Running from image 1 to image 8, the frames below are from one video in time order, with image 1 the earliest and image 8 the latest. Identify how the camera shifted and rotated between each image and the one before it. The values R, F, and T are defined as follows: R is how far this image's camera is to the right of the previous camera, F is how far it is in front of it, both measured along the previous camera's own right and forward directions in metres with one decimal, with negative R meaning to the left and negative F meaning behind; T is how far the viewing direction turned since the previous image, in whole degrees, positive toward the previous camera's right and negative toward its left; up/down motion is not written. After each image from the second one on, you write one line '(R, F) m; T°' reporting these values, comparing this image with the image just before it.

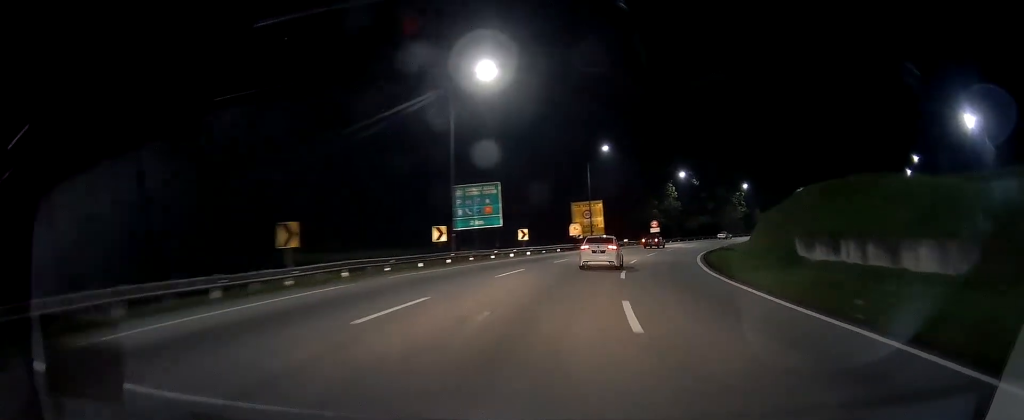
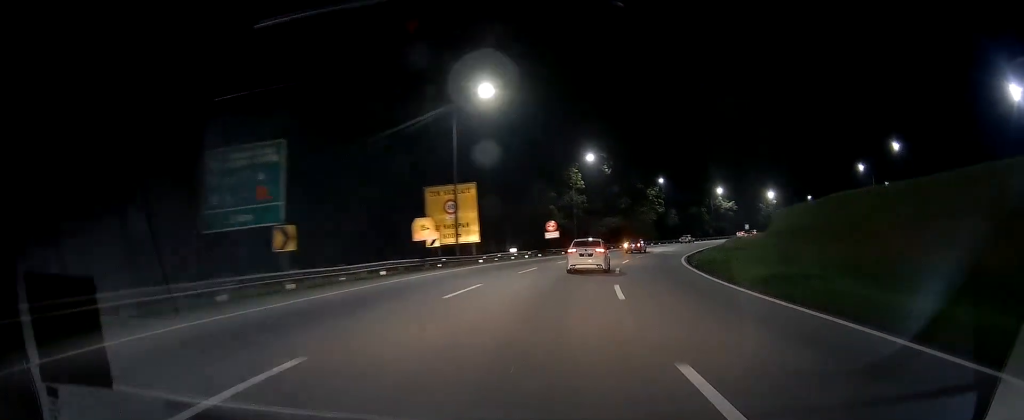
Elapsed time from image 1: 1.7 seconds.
(+2.4, +30.0) m; +11°
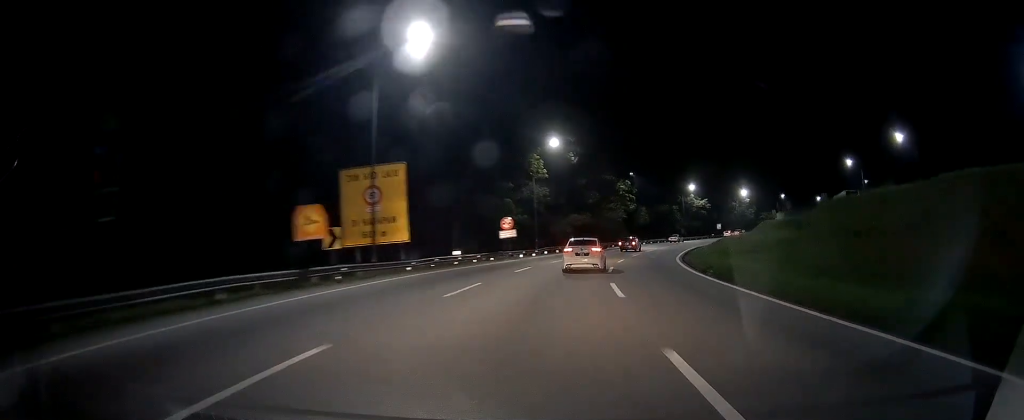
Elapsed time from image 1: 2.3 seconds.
(+0.5, +11.5) m; +5°
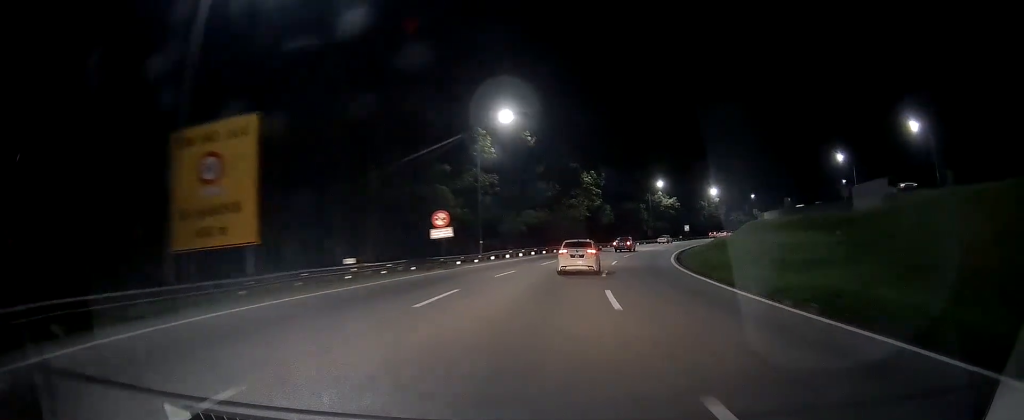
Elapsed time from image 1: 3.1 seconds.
(+0.4, +13.9) m; +5°
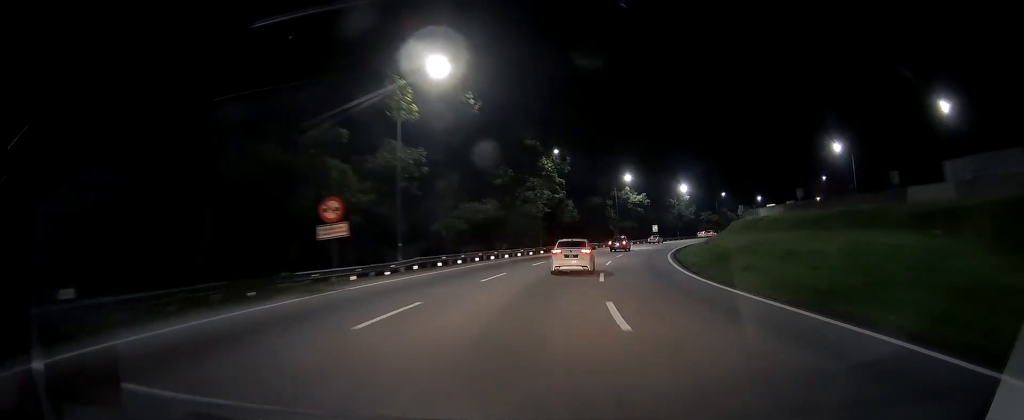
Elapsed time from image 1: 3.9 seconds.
(+0.7, +14.5) m; +5°
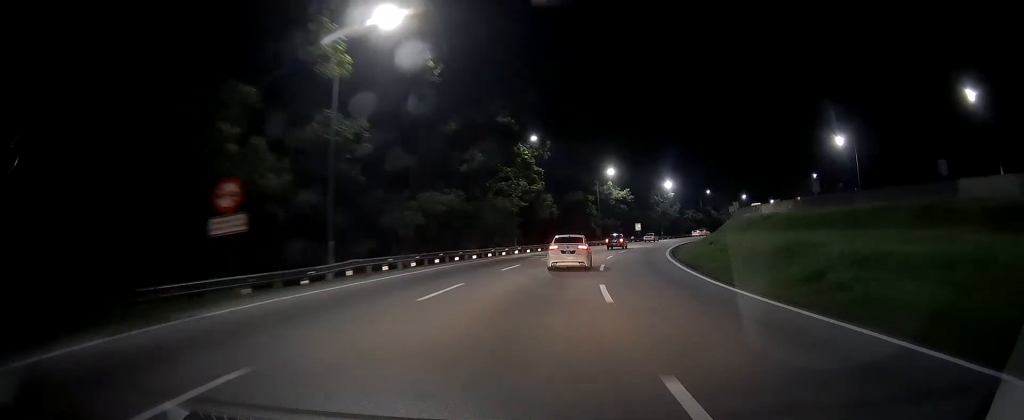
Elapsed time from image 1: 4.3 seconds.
(+0.3, +7.9) m; +2°
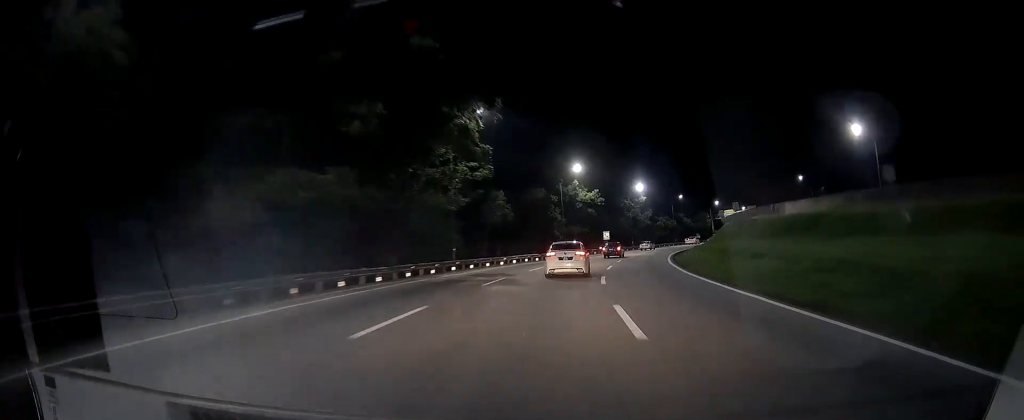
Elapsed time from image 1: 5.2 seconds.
(+0.7, +16.4) m; +4°
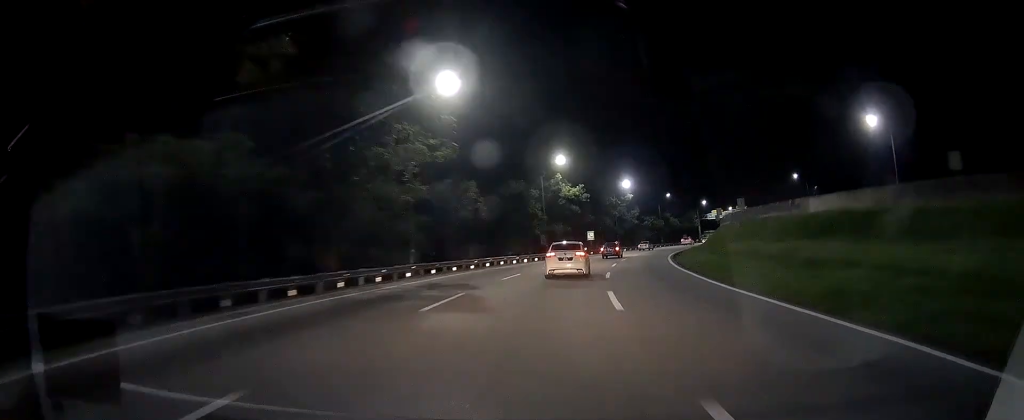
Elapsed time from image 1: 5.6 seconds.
(0.0, +8.0) m; +3°
